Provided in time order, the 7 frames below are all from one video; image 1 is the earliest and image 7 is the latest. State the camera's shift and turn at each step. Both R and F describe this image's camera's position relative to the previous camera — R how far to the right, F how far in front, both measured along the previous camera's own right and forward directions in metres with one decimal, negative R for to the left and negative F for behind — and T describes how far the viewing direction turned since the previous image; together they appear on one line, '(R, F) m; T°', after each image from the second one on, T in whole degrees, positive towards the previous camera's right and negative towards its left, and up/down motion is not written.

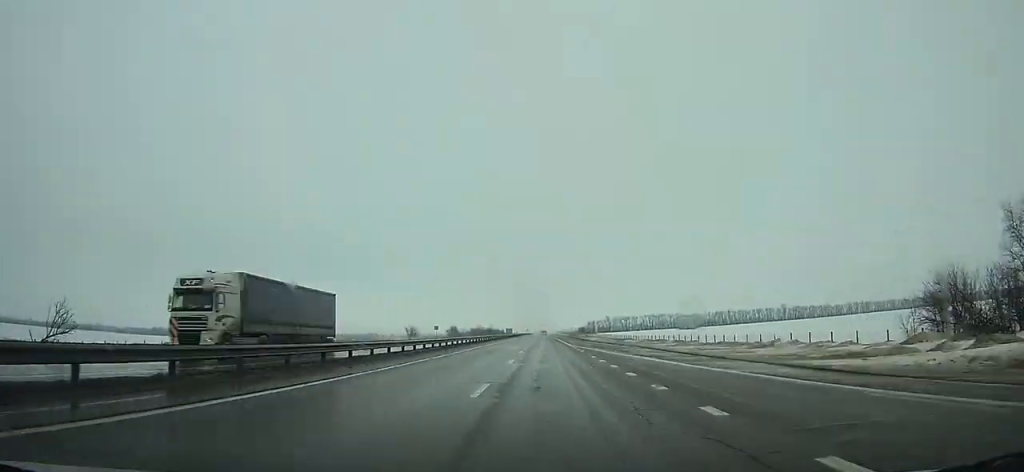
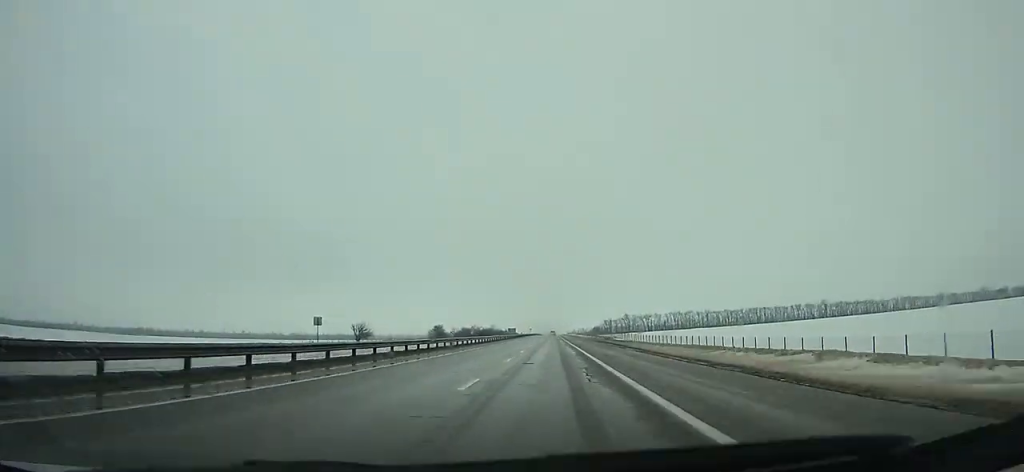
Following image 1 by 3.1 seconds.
(-0.7, +71.1) m; -1°
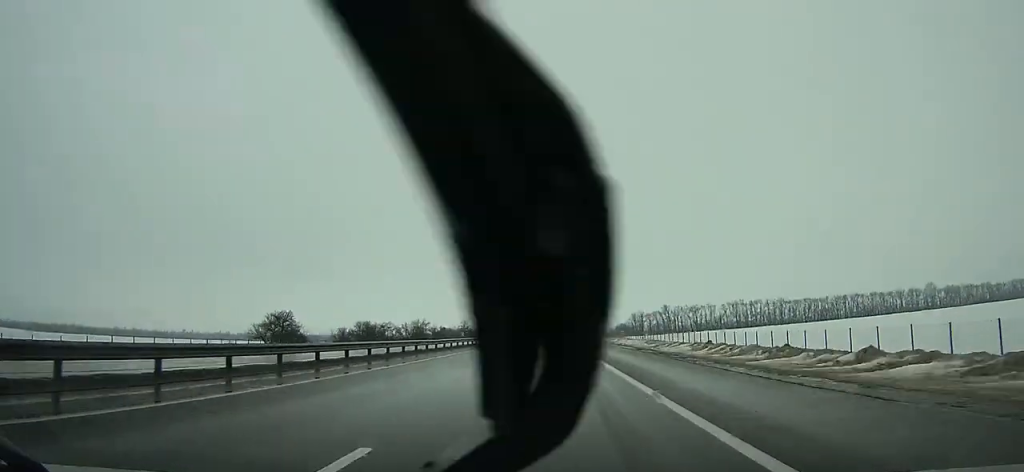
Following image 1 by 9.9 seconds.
(-0.8, +152.4) m; 0°
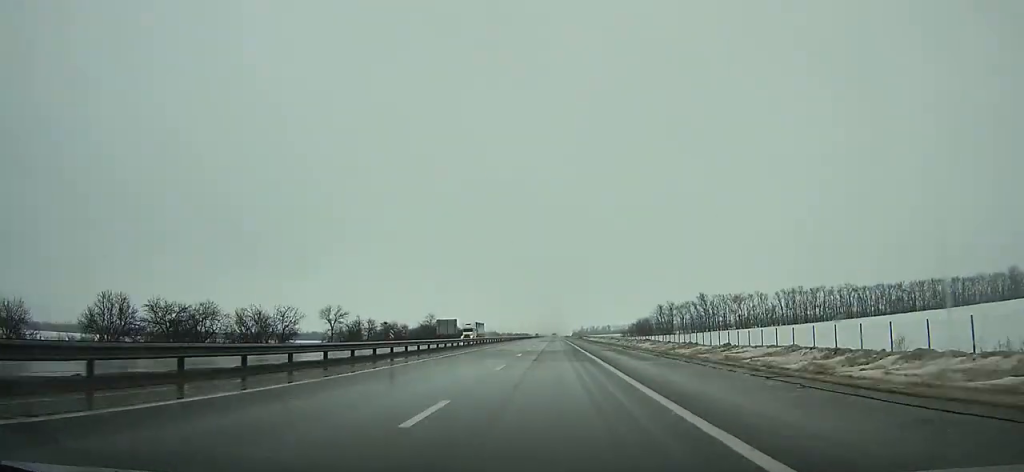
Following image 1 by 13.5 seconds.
(+0.1, +79.3) m; 0°
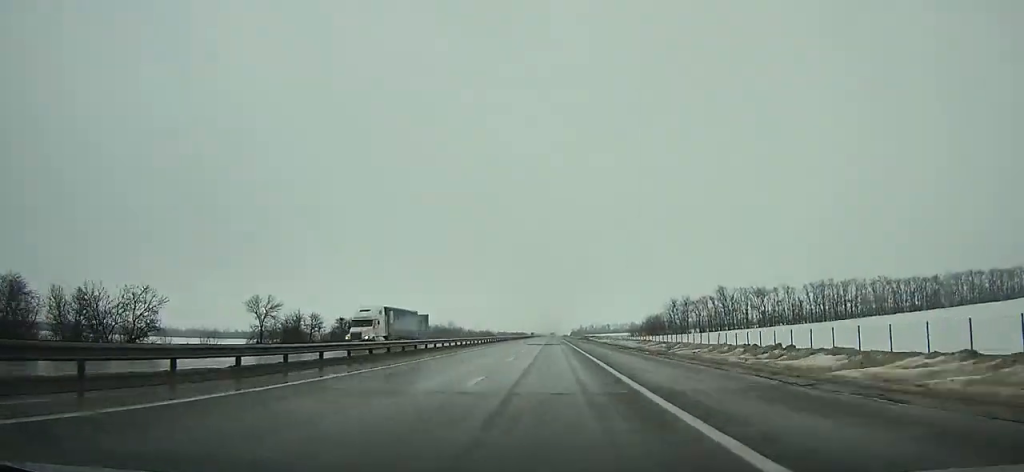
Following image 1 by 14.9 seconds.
(0.0, +30.7) m; 0°
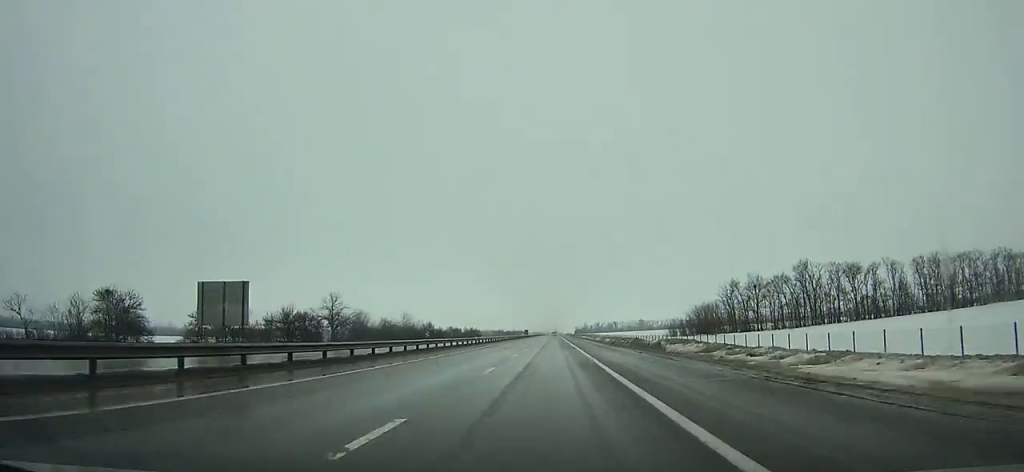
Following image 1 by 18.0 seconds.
(-0.2, +68.2) m; 0°
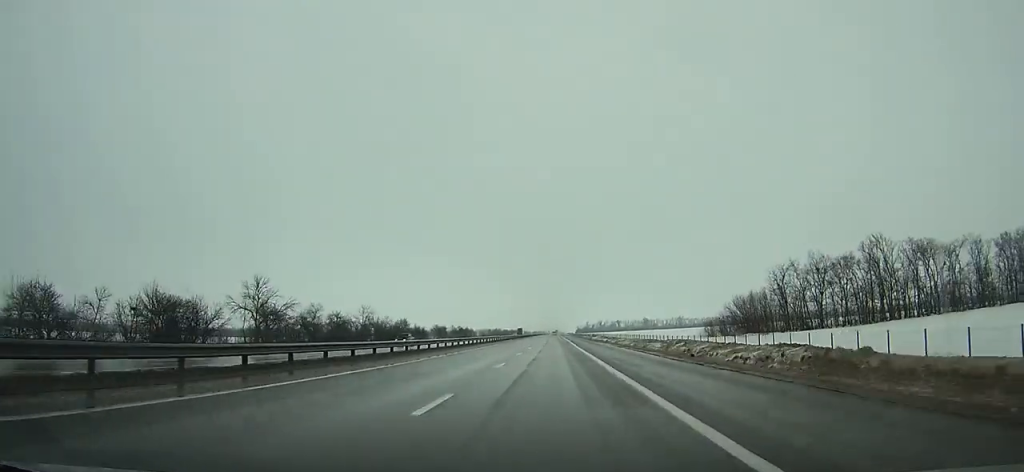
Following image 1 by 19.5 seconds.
(0.0, +33.2) m; 0°
